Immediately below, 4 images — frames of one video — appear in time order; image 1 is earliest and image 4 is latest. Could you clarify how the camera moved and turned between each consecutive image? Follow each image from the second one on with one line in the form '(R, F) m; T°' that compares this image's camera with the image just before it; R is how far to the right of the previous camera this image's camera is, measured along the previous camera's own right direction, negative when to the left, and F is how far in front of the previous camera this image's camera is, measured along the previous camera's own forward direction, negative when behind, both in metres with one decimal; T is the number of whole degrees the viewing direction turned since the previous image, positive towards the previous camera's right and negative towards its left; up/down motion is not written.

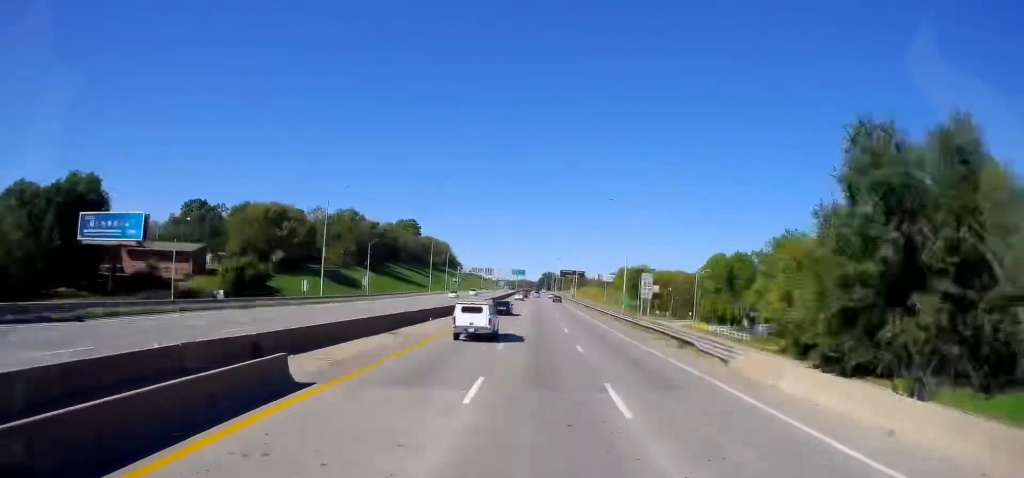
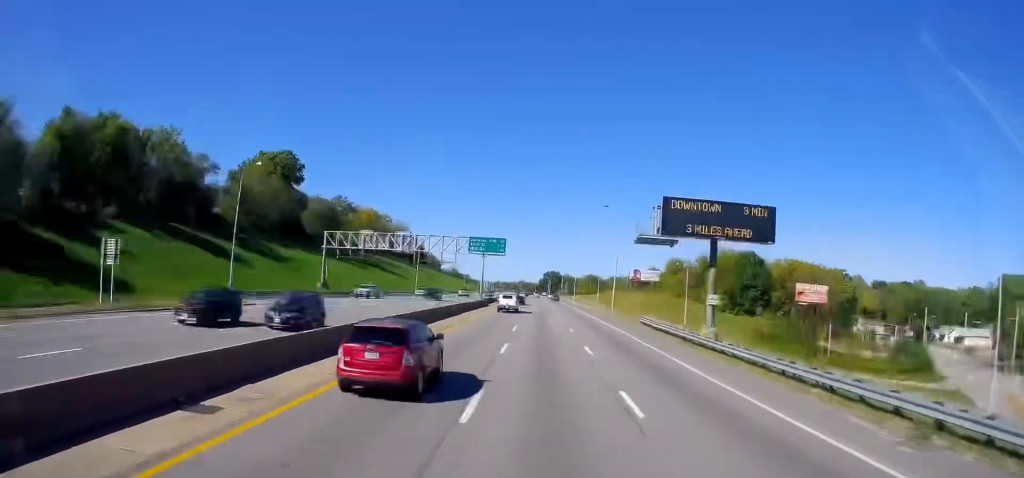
(-0.4, +149.4) m; 0°
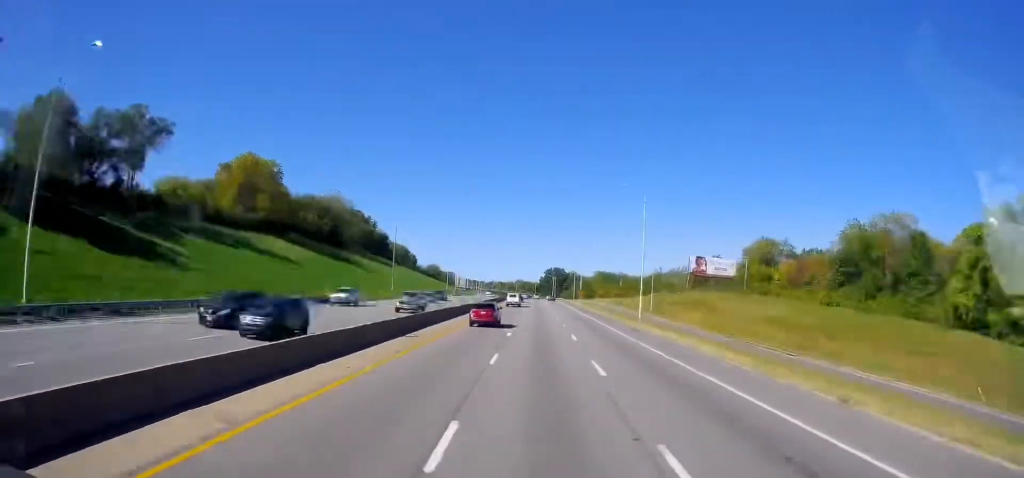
(-0.2, +101.5) m; 0°
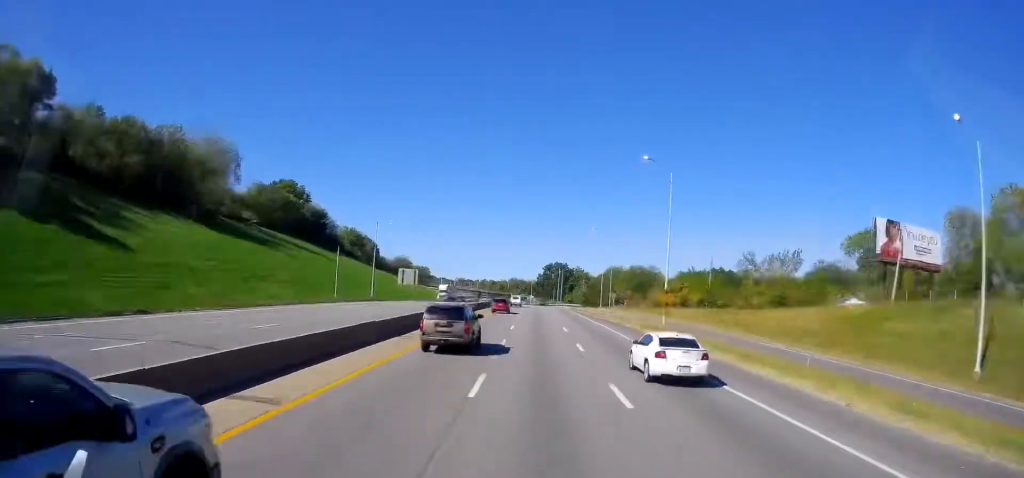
(+0.2, +91.2) m; 0°
